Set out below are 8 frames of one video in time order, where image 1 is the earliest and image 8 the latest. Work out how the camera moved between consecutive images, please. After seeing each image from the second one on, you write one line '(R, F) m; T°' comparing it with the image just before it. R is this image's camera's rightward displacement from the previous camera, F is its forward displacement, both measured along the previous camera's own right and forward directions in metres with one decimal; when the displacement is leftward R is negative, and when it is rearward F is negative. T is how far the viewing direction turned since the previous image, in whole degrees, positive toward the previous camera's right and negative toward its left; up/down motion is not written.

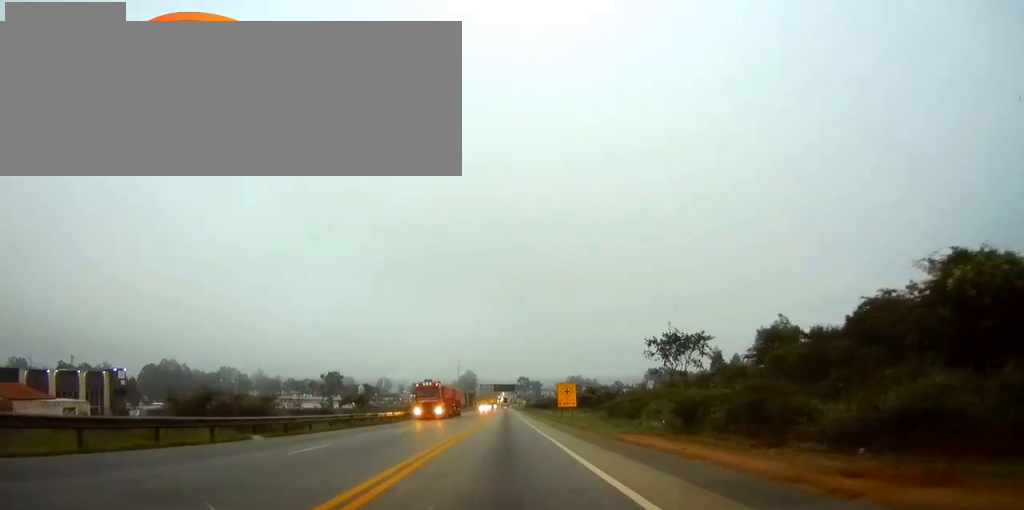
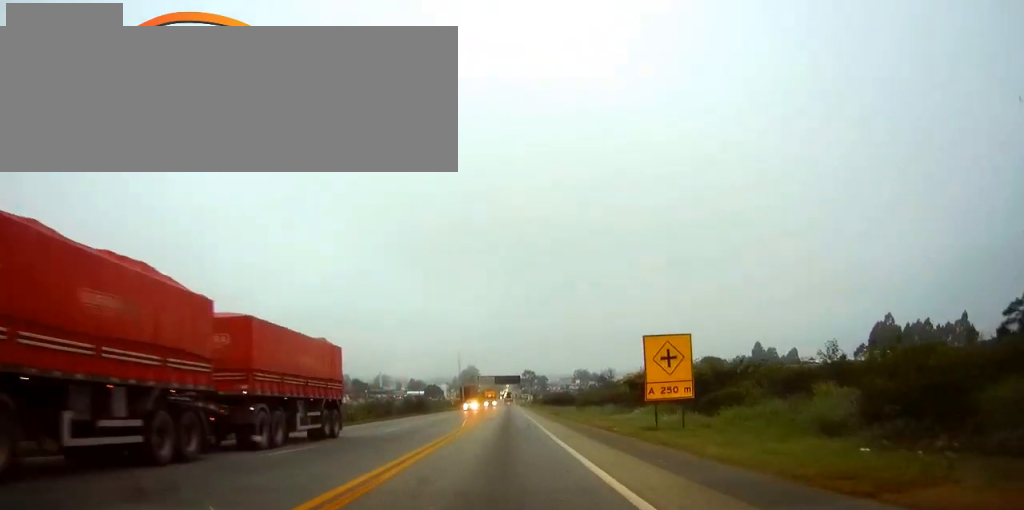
(-0.2, +42.5) m; -1°
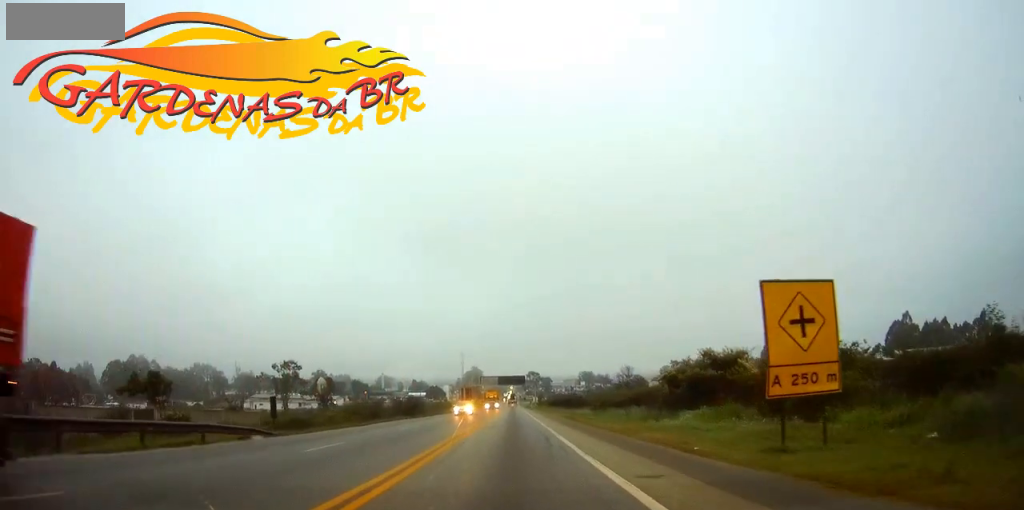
(-0.1, +11.7) m; 0°
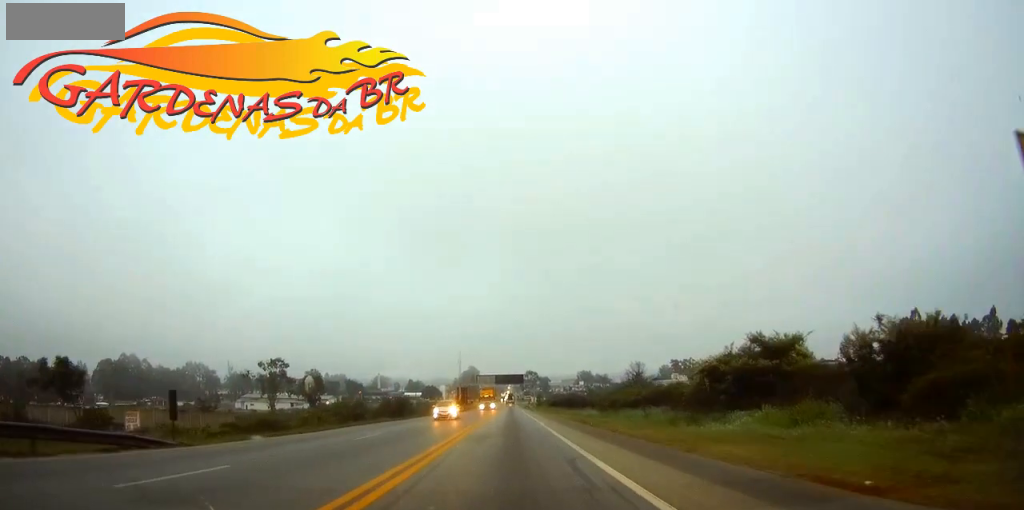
(0.0, +8.8) m; 0°
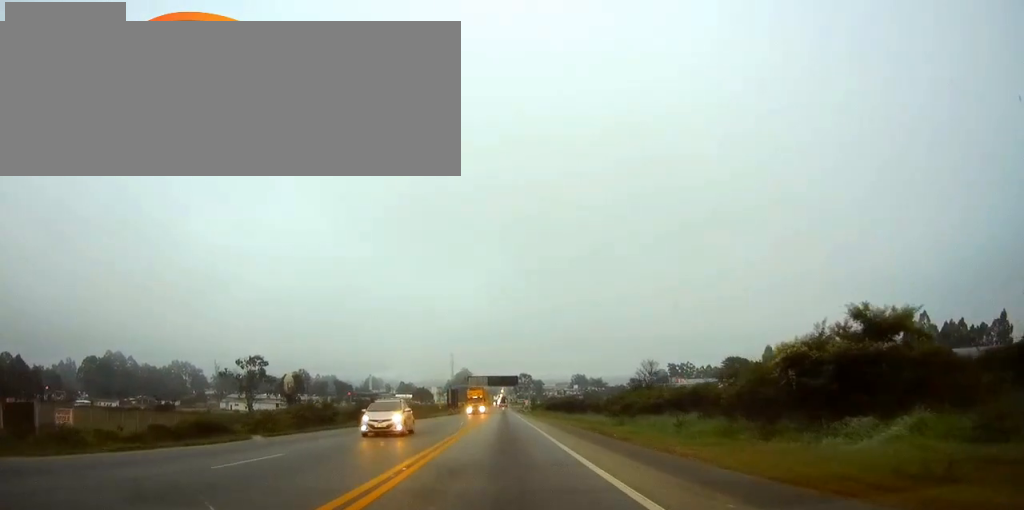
(+0.1, +11.1) m; 0°
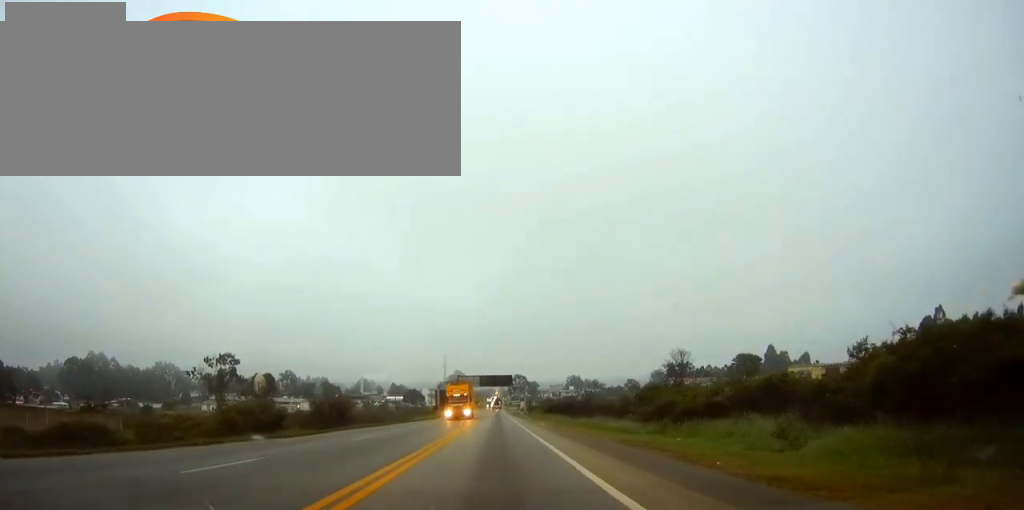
(-0.1, +15.4) m; 0°
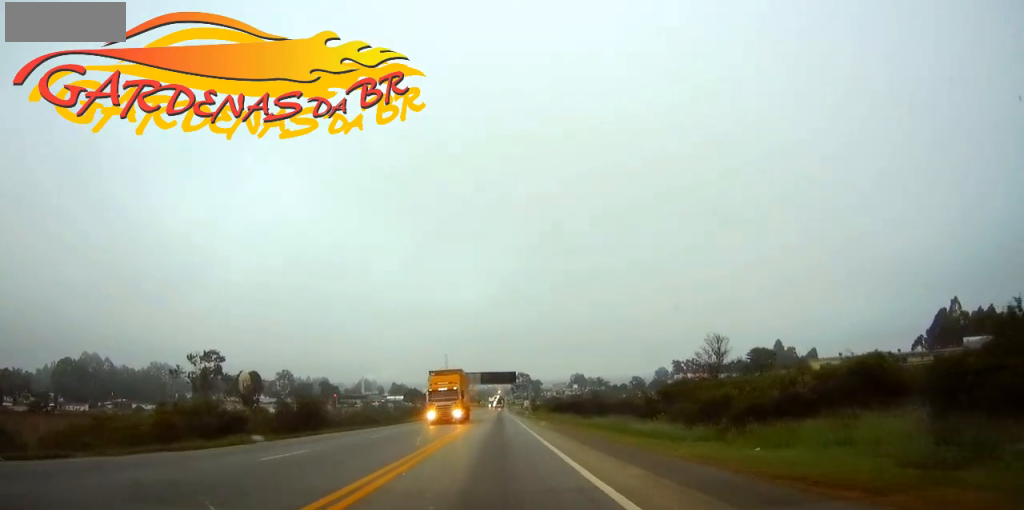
(+0.2, +9.9) m; 0°
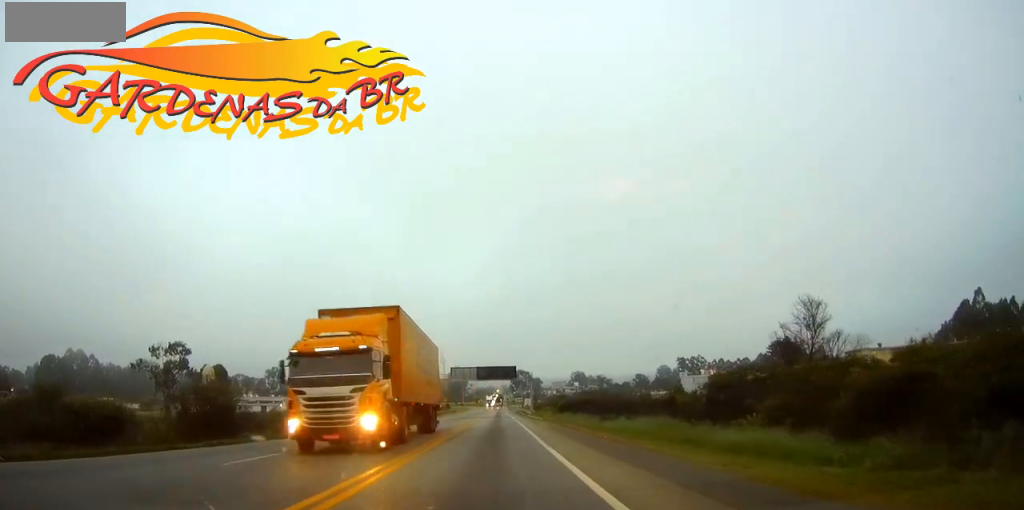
(-0.1, +16.4) m; 0°
